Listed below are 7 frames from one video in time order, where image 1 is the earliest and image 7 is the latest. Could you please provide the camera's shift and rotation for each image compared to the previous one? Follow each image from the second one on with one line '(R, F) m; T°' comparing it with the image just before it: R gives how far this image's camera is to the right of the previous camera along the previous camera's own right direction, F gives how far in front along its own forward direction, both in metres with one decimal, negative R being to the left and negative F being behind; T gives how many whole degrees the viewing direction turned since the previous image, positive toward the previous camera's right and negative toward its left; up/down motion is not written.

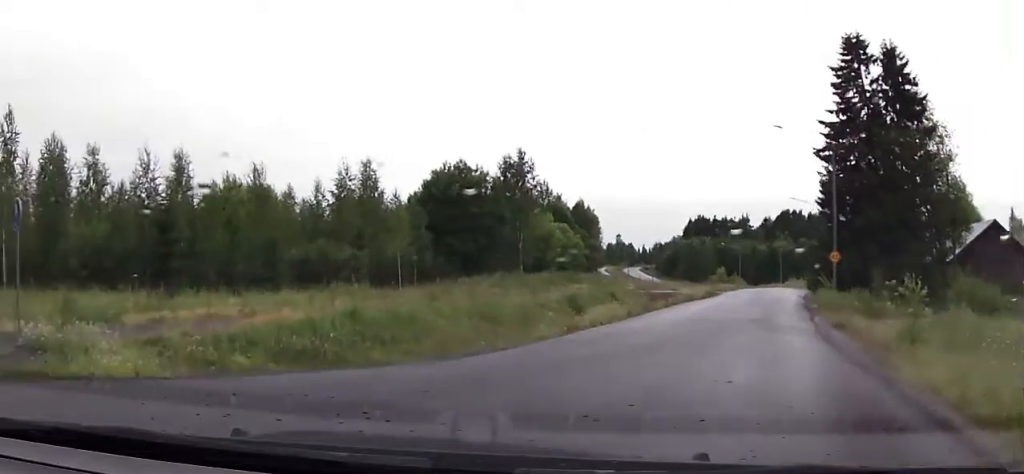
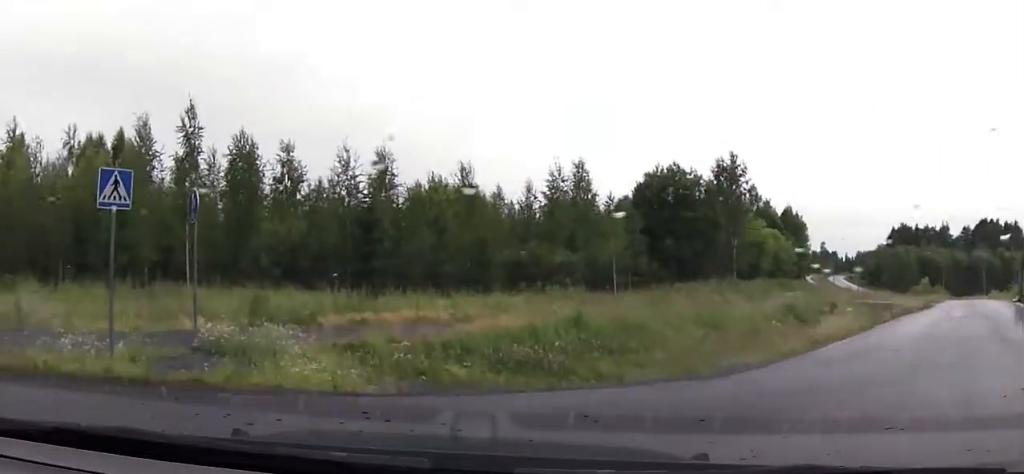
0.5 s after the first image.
(-0.2, +2.0) m; -14°
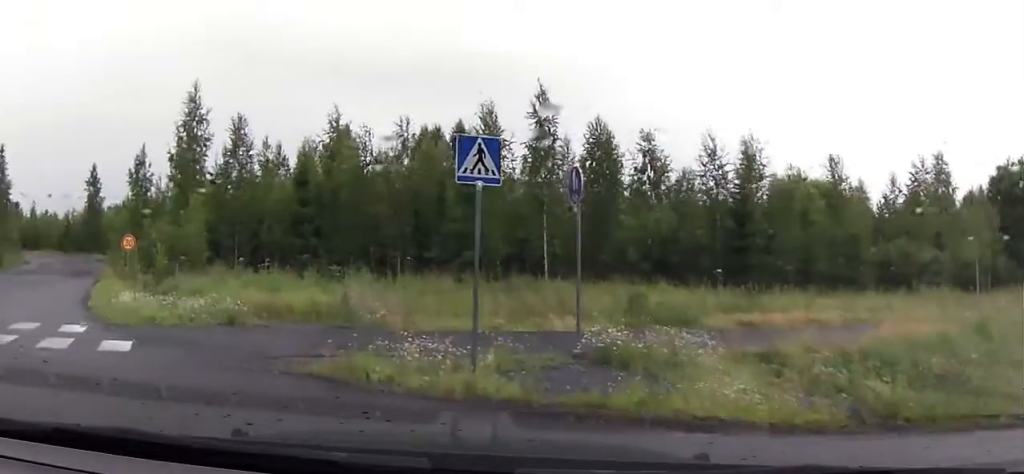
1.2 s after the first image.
(-0.6, +2.8) m; -24°
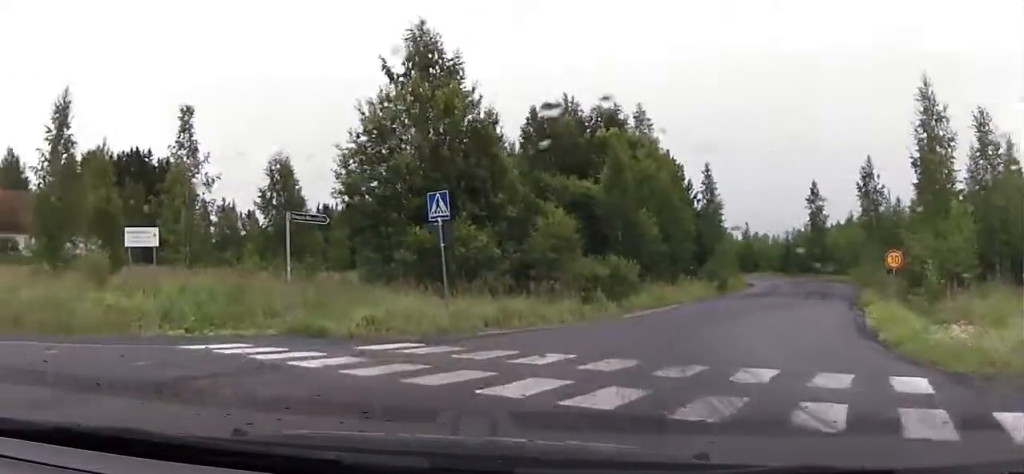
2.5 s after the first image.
(-2.0, +4.4) m; -50°
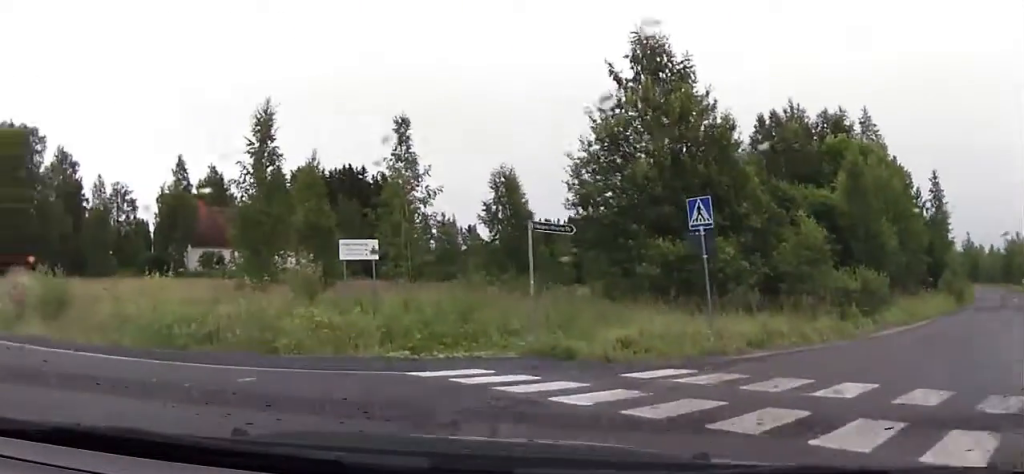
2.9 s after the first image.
(-0.3, +1.7) m; -18°
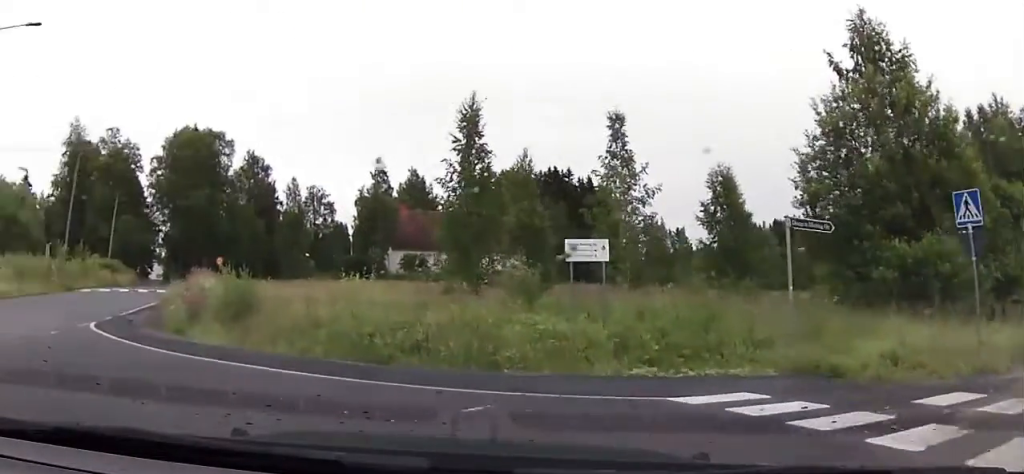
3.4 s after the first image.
(-0.1, +1.6) m; -18°
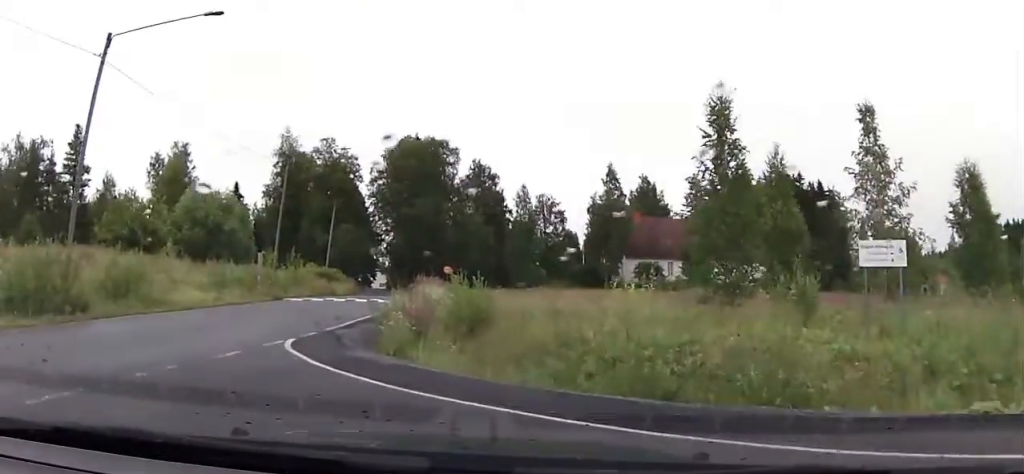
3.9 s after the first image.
(-0.6, +2.3) m; -23°
